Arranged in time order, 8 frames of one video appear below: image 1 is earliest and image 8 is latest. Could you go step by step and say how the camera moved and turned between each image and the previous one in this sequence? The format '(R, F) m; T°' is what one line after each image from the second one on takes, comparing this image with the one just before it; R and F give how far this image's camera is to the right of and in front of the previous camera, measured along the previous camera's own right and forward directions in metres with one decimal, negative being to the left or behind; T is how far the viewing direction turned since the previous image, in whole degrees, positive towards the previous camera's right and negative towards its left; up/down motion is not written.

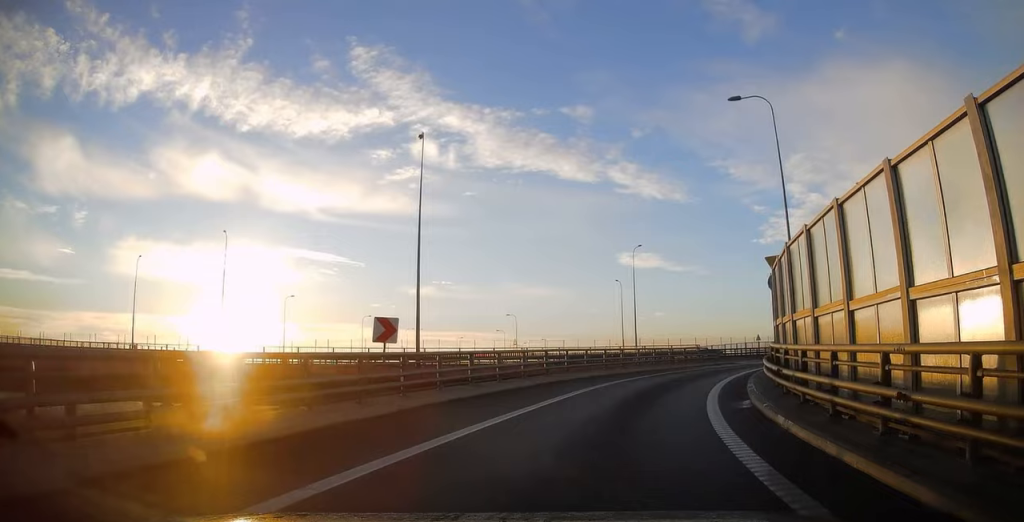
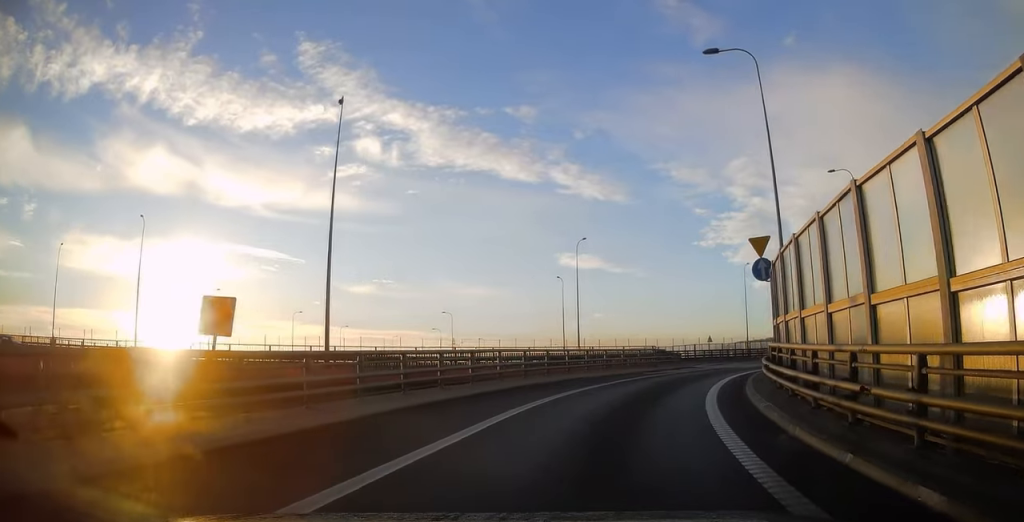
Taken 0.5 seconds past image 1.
(+0.3, +5.3) m; +6°
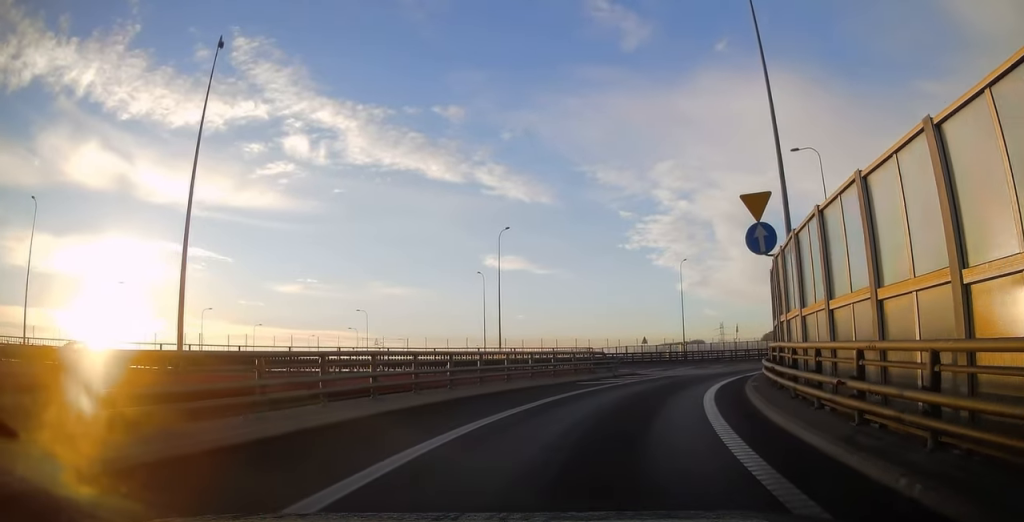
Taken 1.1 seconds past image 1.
(+0.4, +6.6) m; +7°
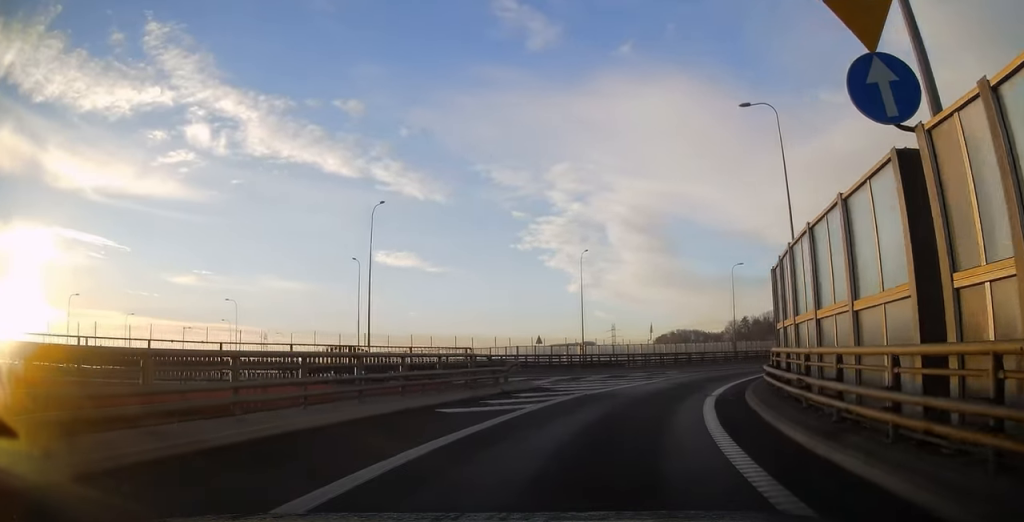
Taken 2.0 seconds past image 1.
(+0.7, +9.6) m; +10°
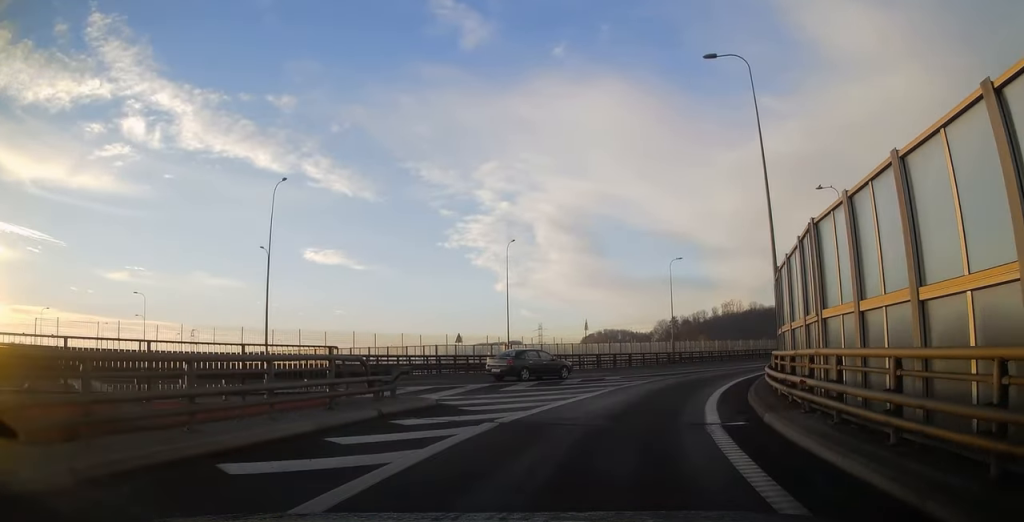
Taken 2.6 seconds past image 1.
(+0.4, +6.5) m; +7°
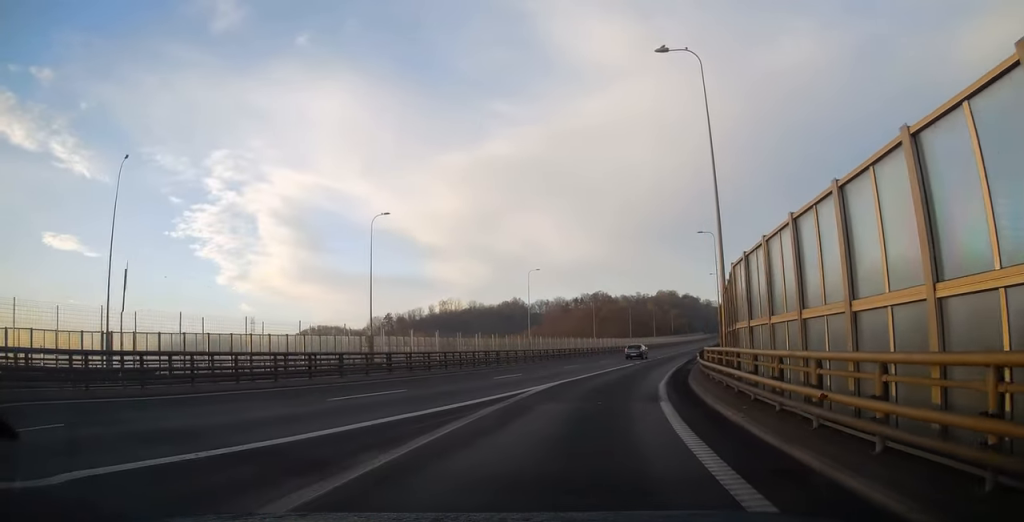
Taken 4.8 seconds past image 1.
(+6.5, +26.6) m; +25°
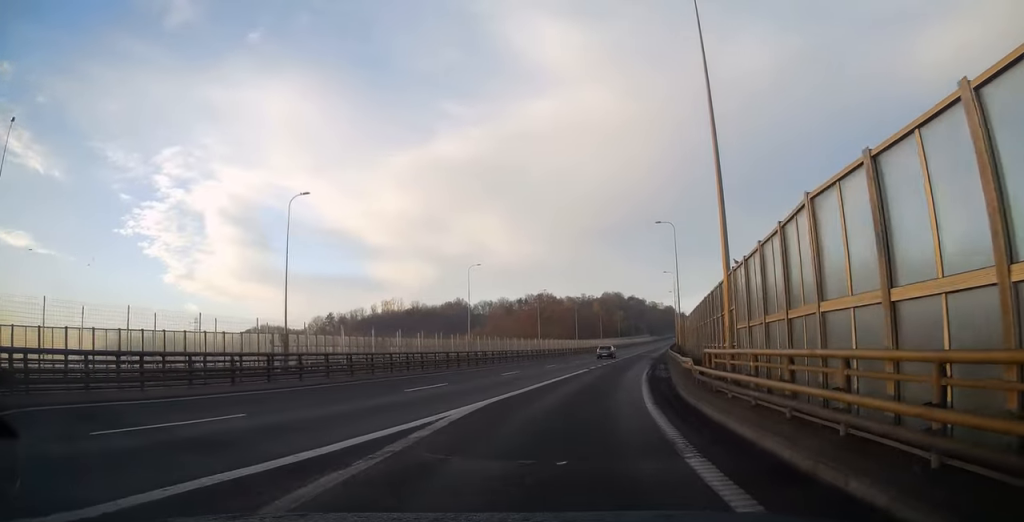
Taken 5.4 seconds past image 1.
(+0.4, +7.6) m; +5°
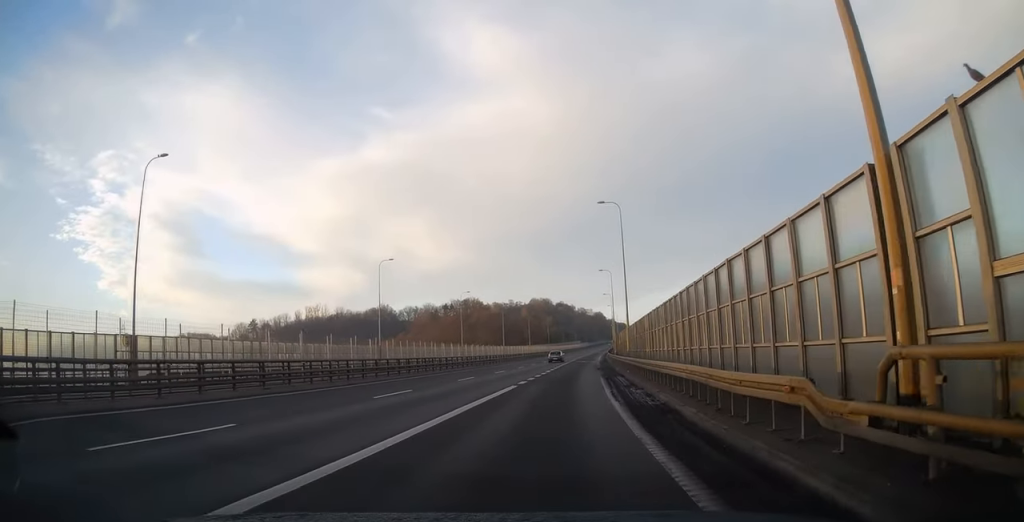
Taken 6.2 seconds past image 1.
(+0.7, +11.8) m; +6°
